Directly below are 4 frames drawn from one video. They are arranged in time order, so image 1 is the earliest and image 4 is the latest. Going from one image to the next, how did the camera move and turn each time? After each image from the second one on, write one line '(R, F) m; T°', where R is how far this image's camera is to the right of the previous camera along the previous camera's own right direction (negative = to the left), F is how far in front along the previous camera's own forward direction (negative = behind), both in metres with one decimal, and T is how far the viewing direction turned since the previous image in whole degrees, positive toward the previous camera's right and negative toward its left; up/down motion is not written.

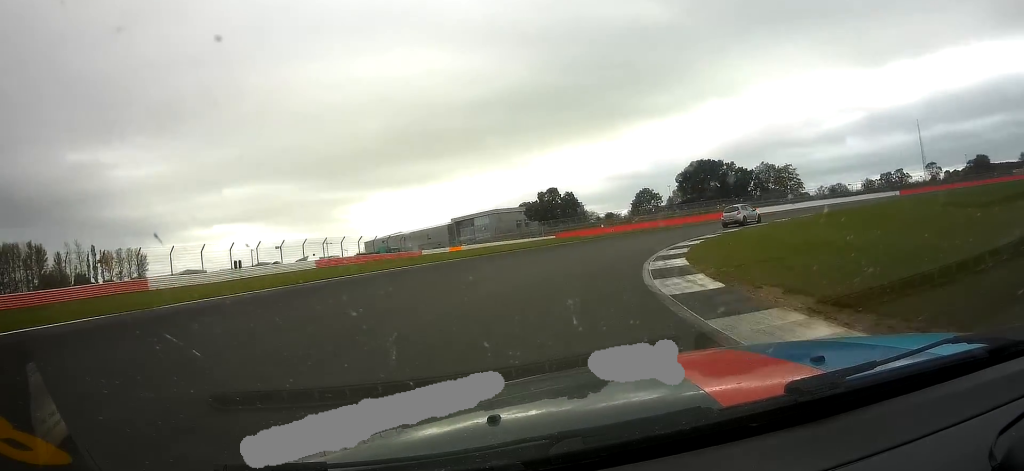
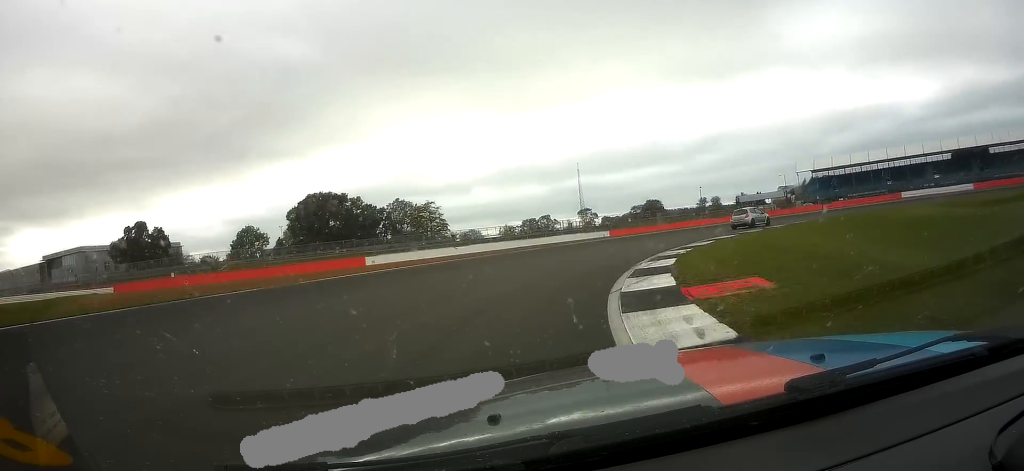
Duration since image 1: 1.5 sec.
(+10.2, +31.9) m; +40°
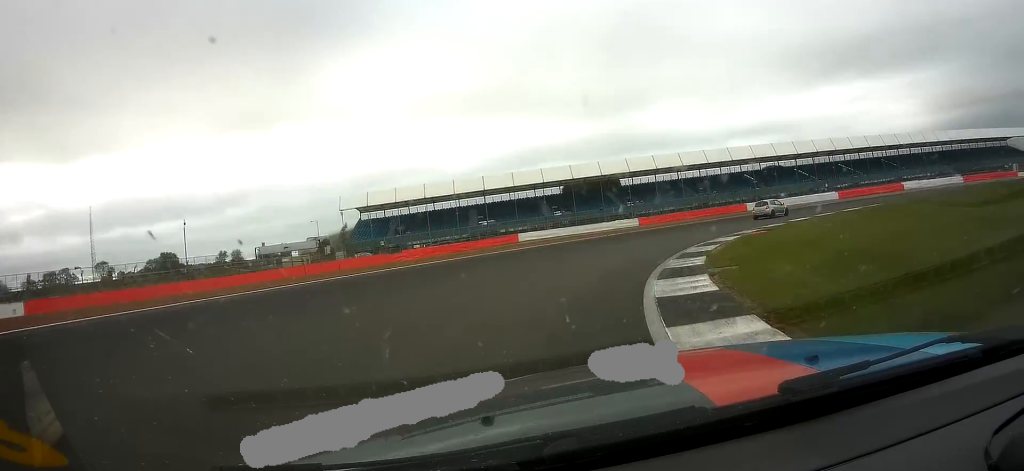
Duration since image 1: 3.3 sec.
(+18.1, +35.3) m; +49°
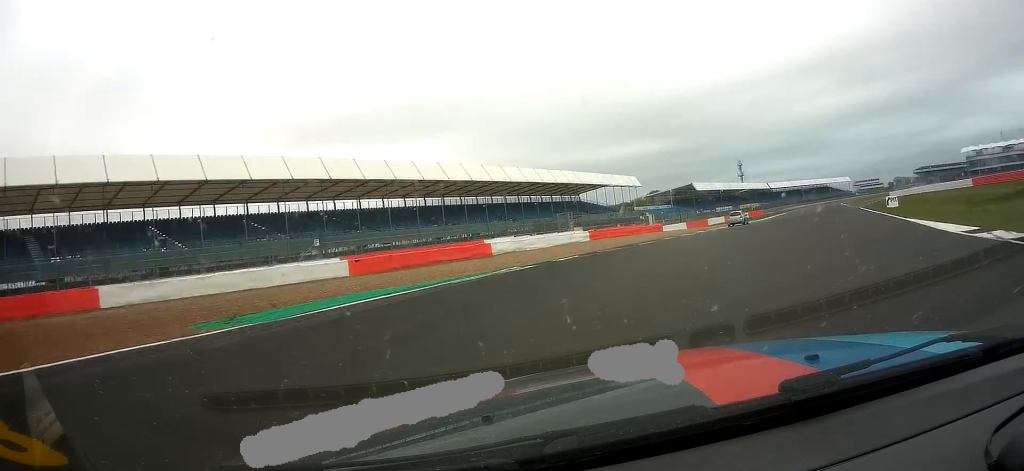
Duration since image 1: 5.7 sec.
(+24.3, +48.4) m; +53°
